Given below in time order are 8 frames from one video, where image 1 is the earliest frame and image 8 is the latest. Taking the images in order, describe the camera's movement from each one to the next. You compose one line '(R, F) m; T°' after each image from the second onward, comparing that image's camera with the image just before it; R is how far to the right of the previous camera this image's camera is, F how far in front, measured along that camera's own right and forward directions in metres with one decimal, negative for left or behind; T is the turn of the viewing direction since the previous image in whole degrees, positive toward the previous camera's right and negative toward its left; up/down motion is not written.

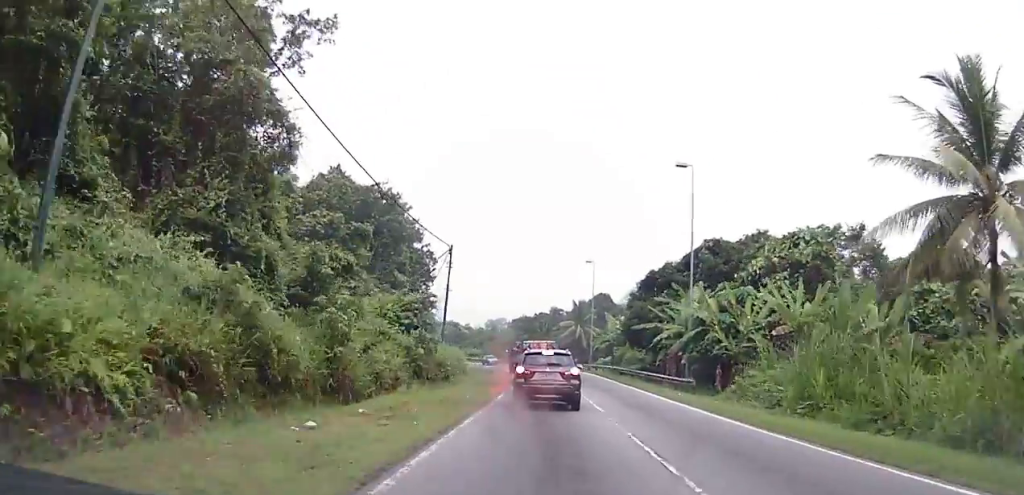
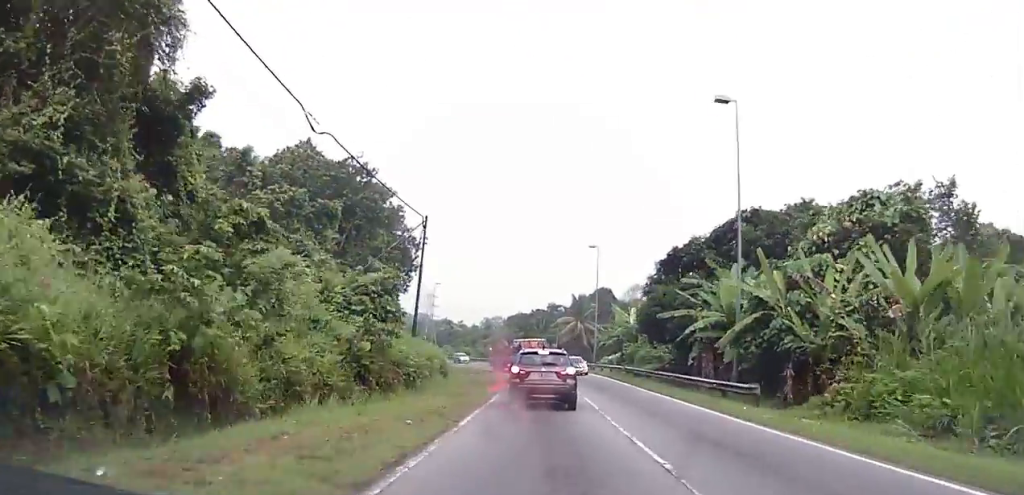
(-0.2, +10.0) m; +1°
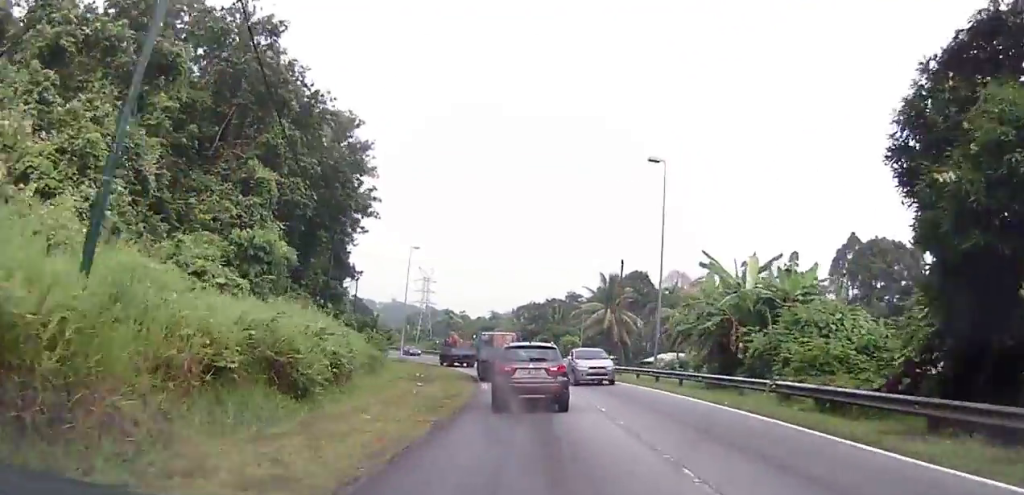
(+0.1, +30.7) m; -3°
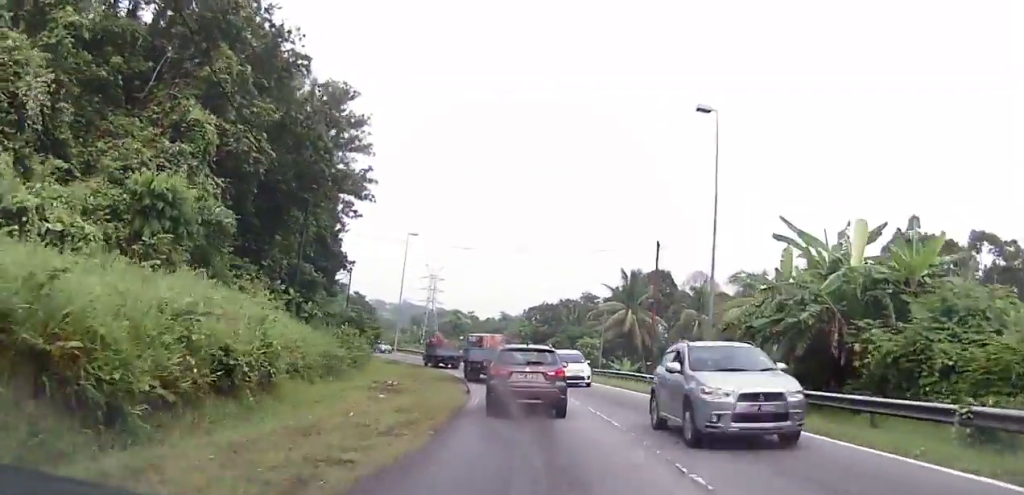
(-0.1, +8.9) m; -1°
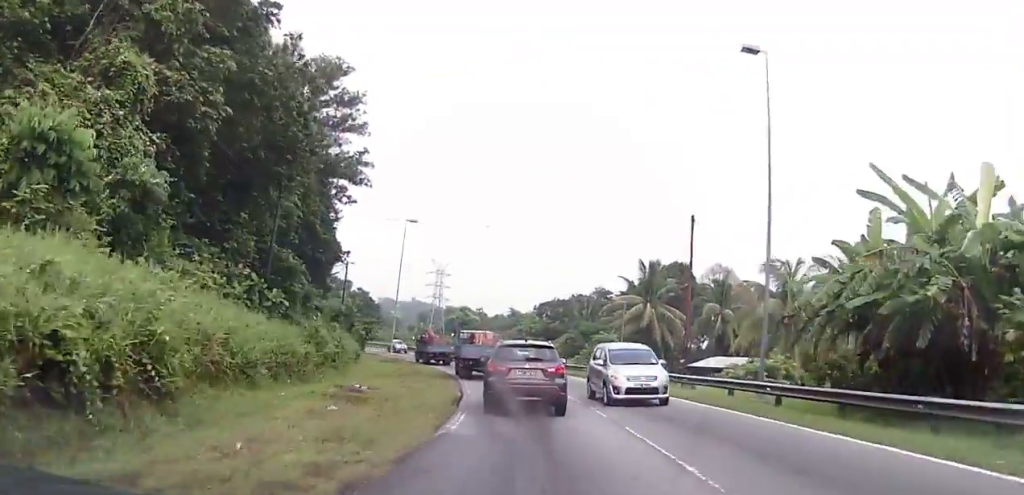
(0.0, +6.1) m; 0°
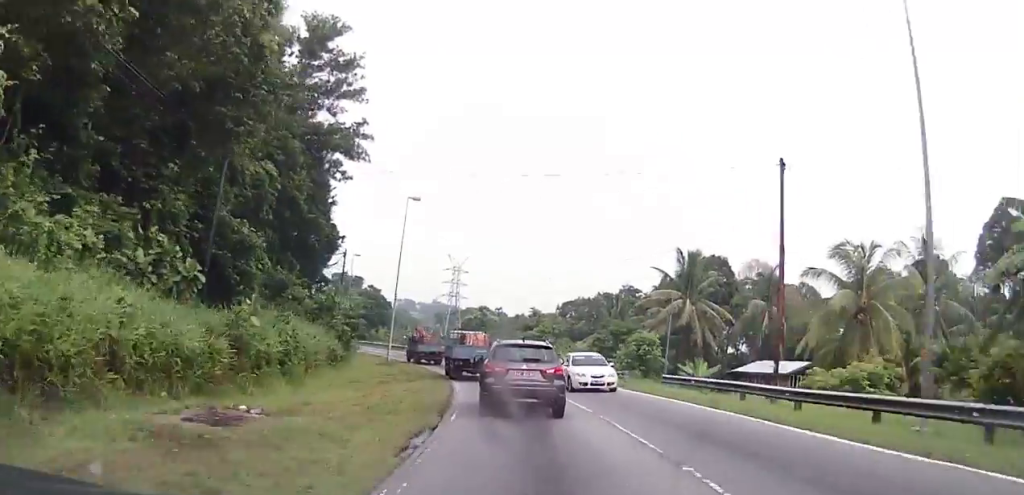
(0.0, +9.0) m; -1°
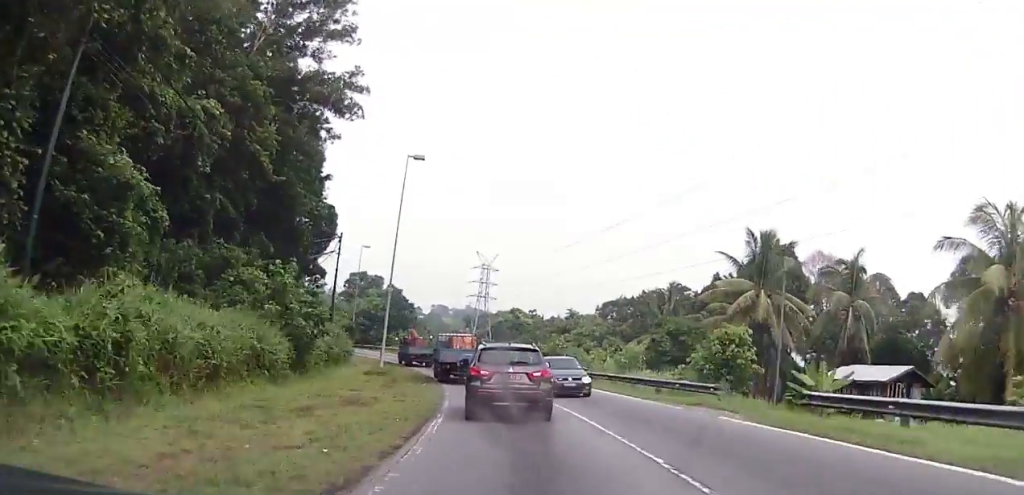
(-0.1, +12.5) m; -3°
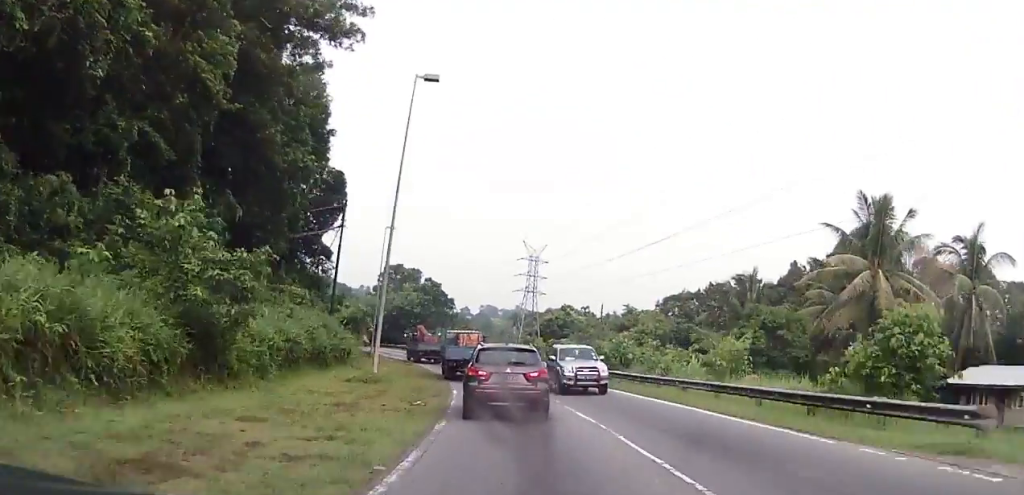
(-0.5, +12.0) m; -5°
